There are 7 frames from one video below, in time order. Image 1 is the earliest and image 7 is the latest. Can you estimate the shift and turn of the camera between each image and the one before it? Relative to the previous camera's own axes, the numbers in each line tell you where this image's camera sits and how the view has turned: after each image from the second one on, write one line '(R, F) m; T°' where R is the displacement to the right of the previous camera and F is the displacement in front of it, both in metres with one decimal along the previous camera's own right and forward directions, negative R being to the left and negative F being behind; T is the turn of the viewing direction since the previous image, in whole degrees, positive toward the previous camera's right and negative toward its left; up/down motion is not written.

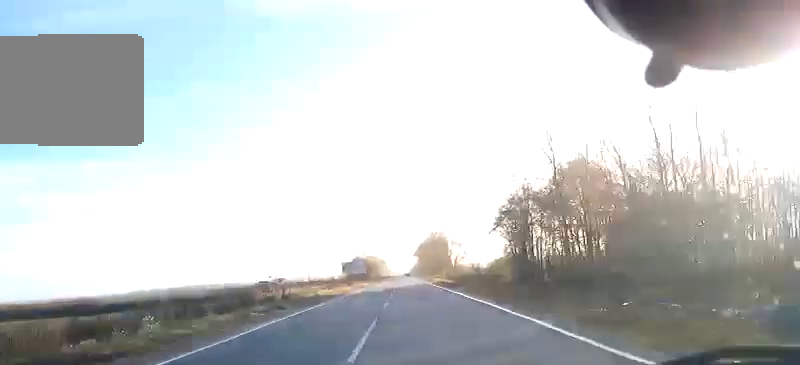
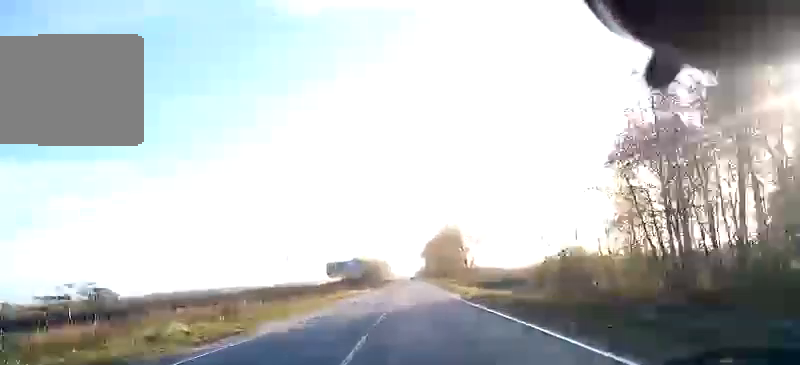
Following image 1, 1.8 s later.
(0.0, +40.7) m; 0°
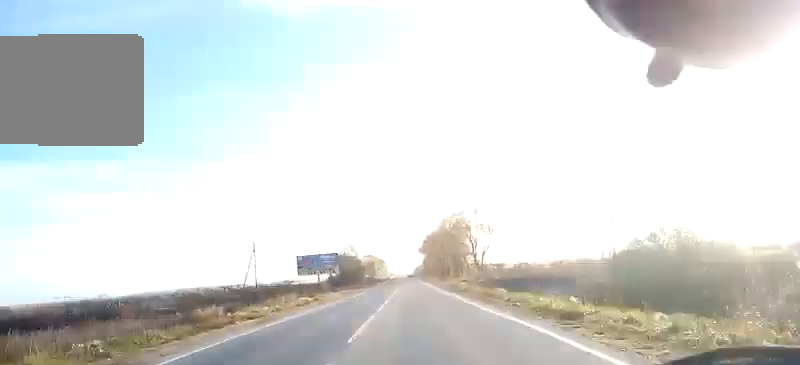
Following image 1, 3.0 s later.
(0.0, +29.1) m; 0°
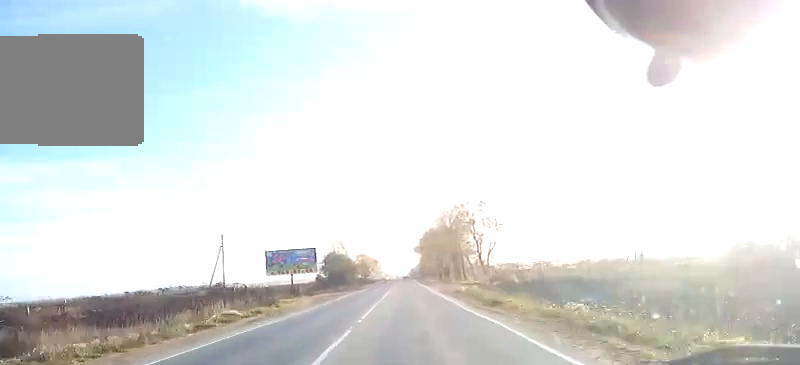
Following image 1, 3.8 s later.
(0.0, +17.8) m; 0°
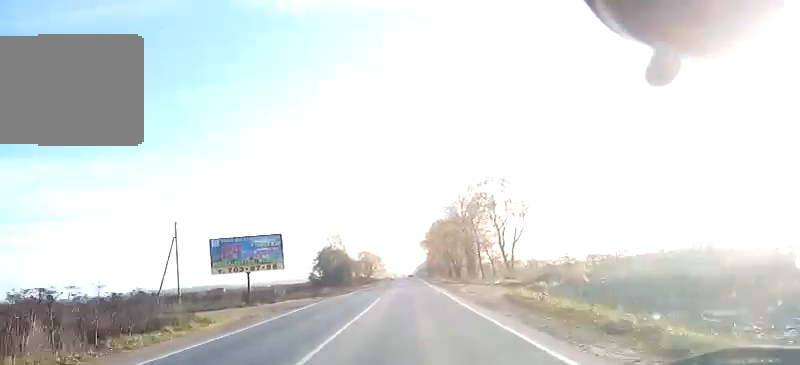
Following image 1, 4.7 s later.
(0.0, +21.8) m; 0°
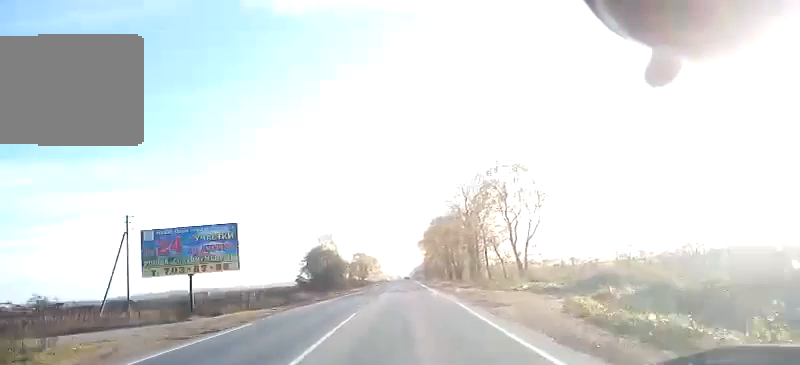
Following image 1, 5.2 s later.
(0.0, +13.6) m; 0°
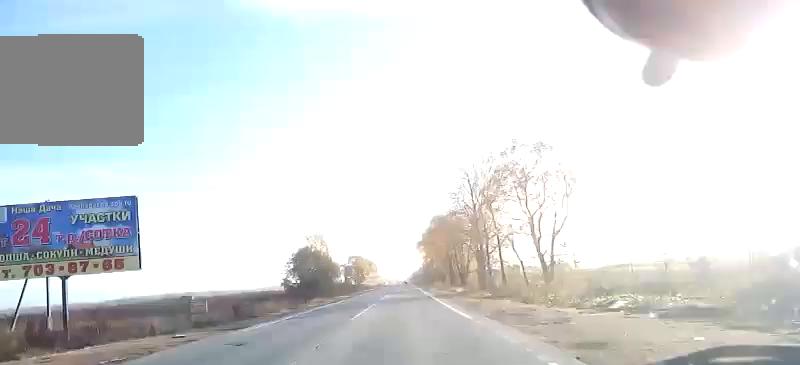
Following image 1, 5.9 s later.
(0.0, +14.9) m; 0°
